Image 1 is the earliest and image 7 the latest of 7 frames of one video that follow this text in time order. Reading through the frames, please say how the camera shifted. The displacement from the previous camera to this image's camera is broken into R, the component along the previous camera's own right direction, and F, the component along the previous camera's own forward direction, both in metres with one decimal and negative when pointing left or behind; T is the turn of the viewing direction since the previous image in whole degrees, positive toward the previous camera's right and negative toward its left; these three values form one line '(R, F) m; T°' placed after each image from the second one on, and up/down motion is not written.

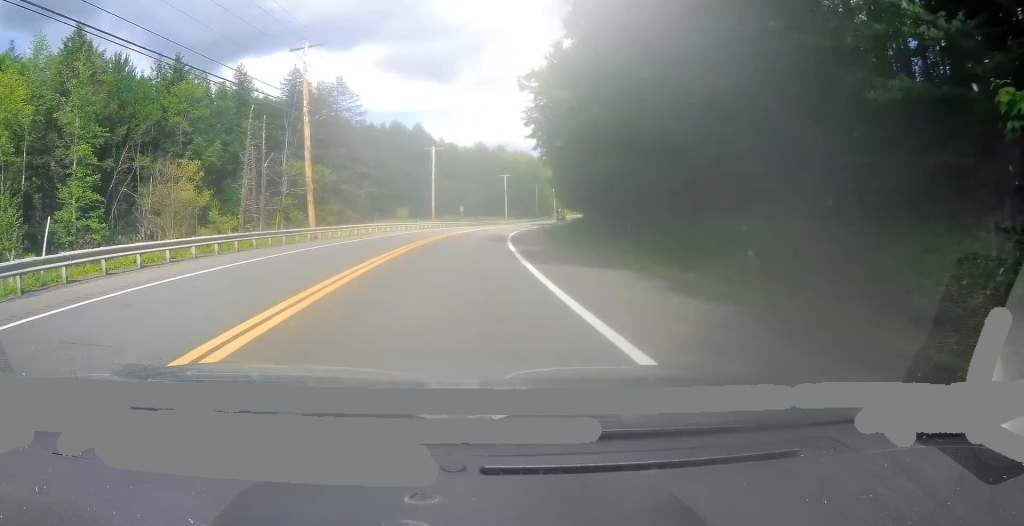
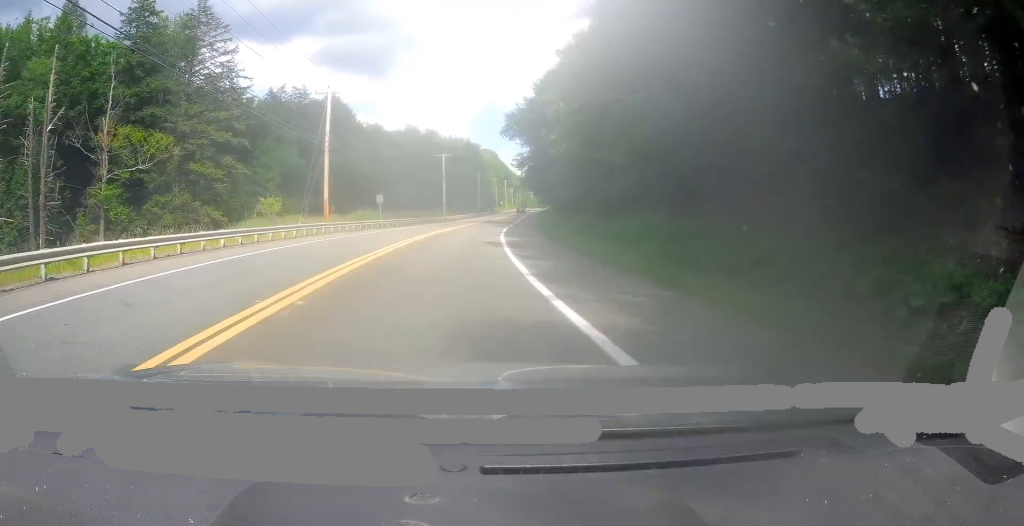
(+1.0, +32.1) m; +5°
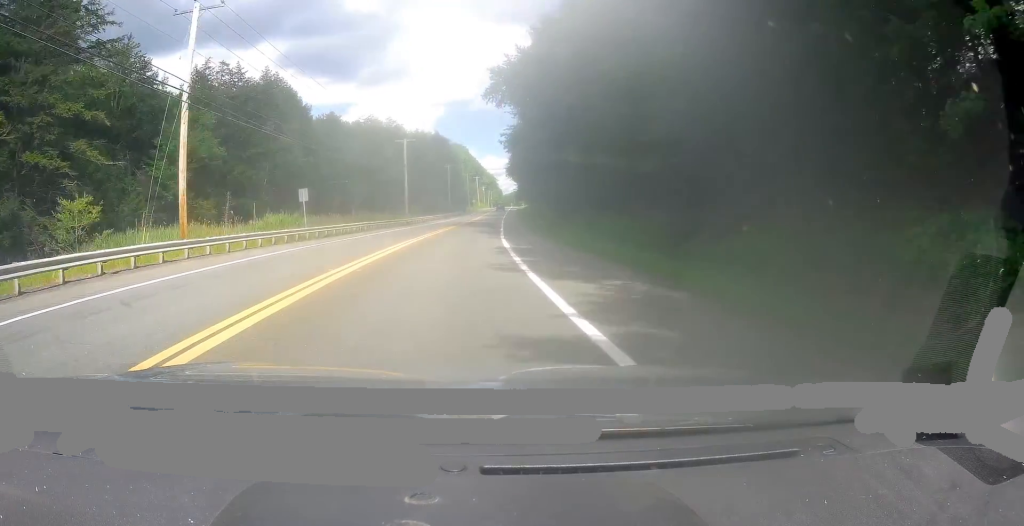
(+1.0, +18.5) m; +4°
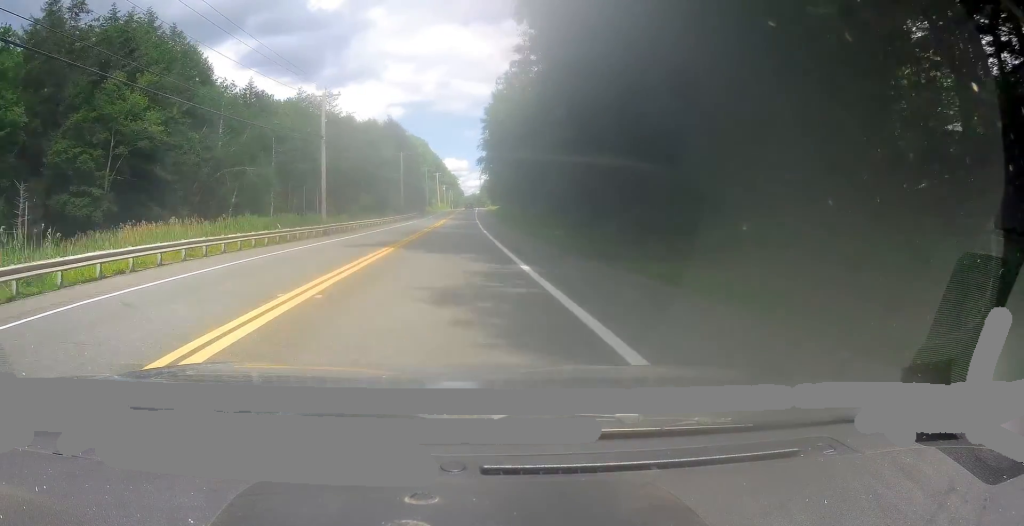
(+1.2, +28.4) m; +4°
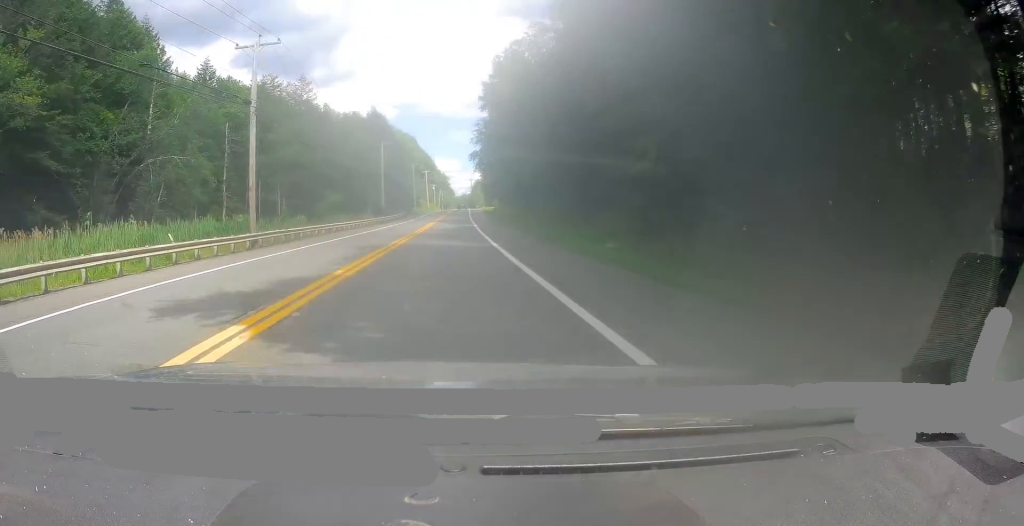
(+0.3, +13.9) m; 0°
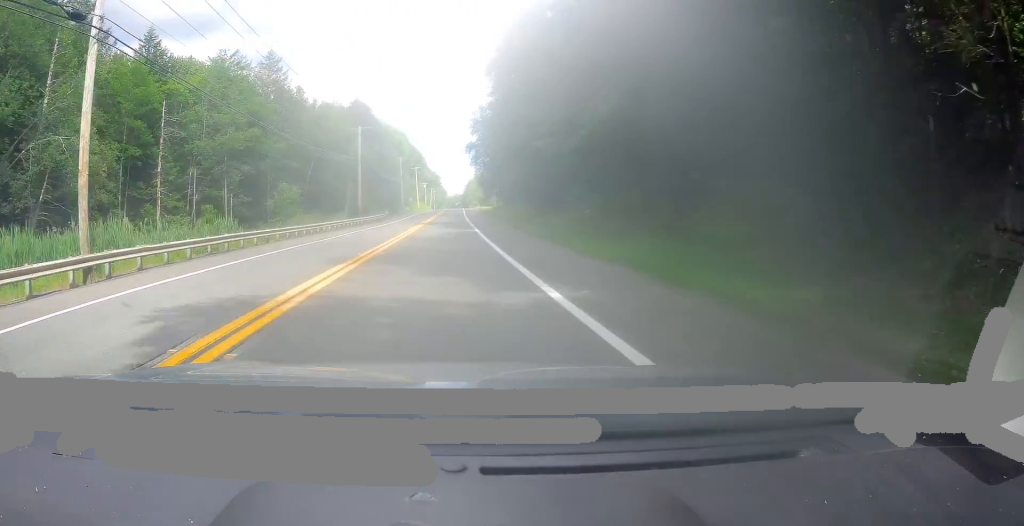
(-0.1, +13.2) m; +1°
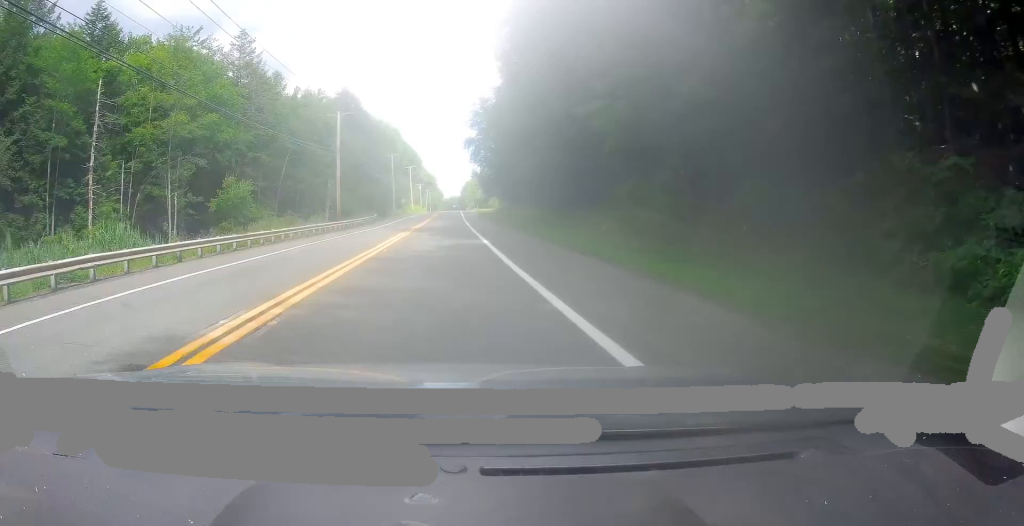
(-0.3, +10.4) m; +1°
